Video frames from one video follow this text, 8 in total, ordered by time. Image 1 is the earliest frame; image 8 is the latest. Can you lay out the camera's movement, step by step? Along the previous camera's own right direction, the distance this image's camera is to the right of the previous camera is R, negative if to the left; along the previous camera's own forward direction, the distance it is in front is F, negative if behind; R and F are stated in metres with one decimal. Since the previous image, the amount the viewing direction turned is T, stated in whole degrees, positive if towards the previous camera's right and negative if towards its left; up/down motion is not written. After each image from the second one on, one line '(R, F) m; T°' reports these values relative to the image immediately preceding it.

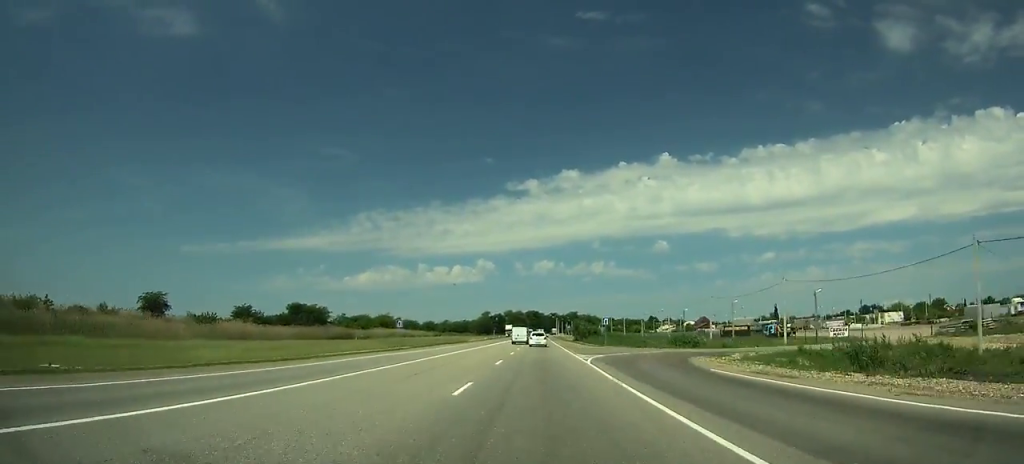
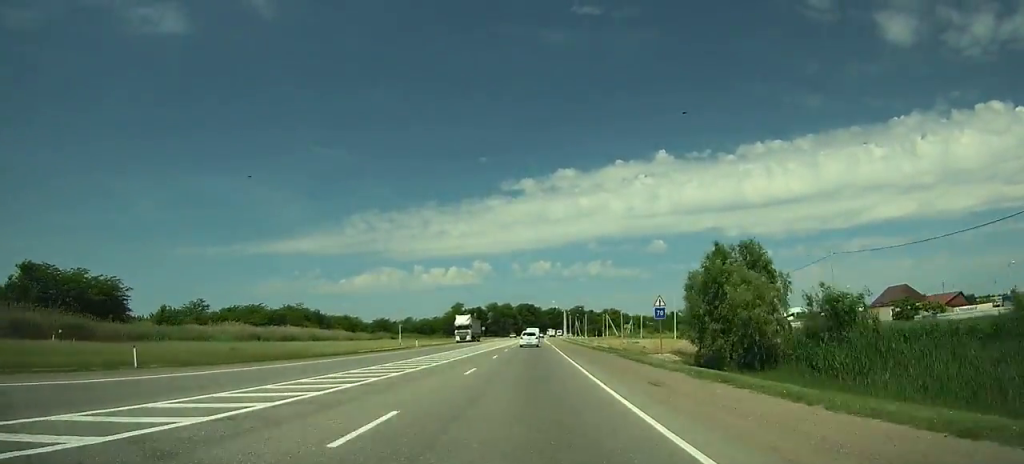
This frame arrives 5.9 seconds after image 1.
(+0.2, +125.2) m; 0°
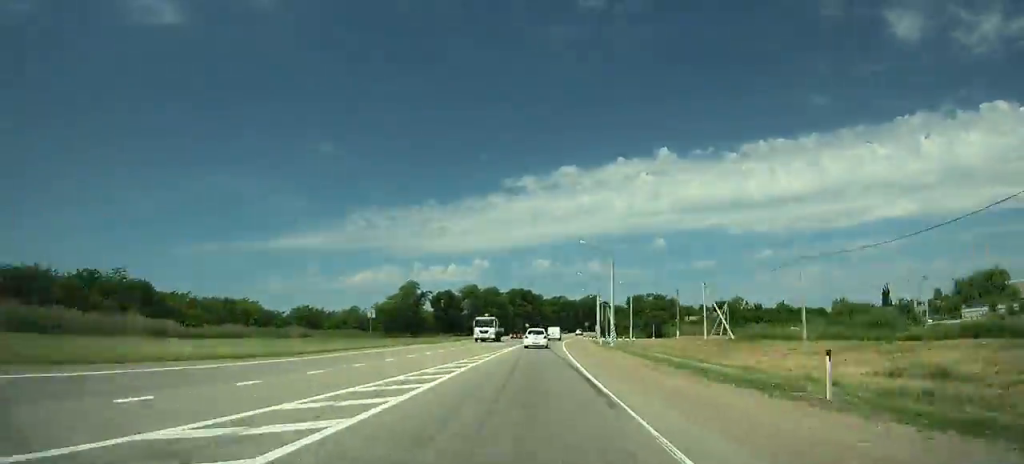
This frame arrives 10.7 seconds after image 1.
(+0.2, +96.3) m; +1°
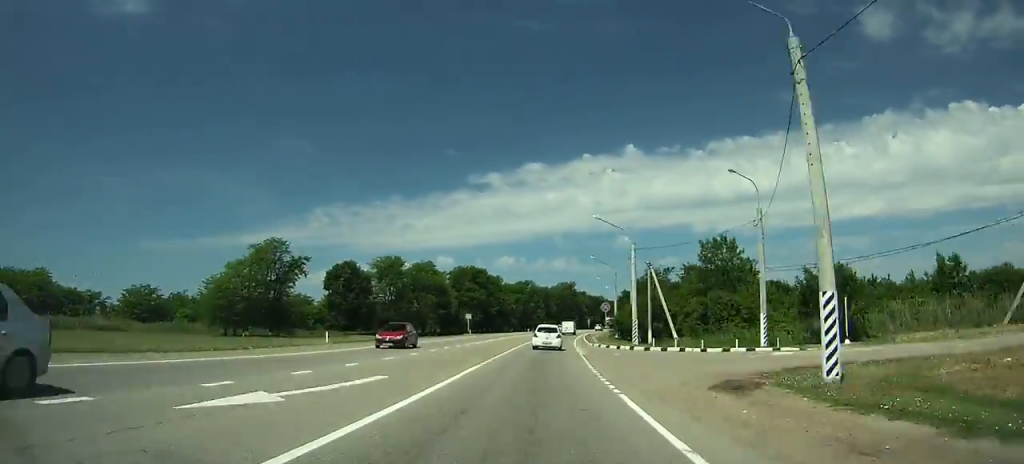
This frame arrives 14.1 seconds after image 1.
(+1.1, +69.9) m; +3°
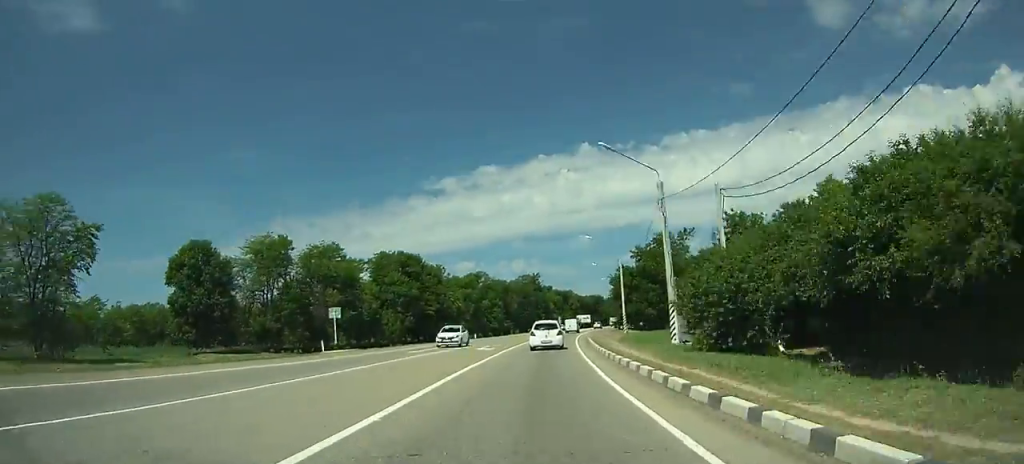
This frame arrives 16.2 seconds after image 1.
(+0.4, +43.8) m; +3°
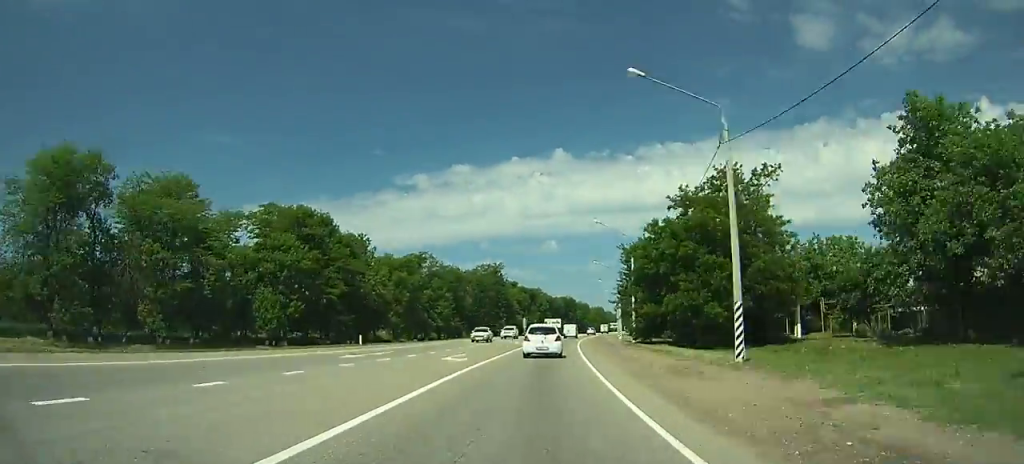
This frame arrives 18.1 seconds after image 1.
(+1.8, +39.3) m; +6°
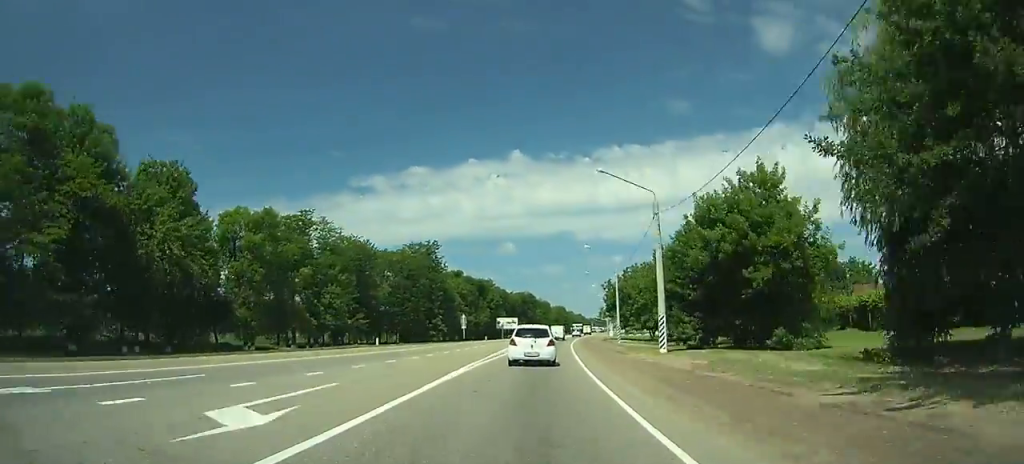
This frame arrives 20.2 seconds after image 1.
(+1.9, +42.5) m; +4°
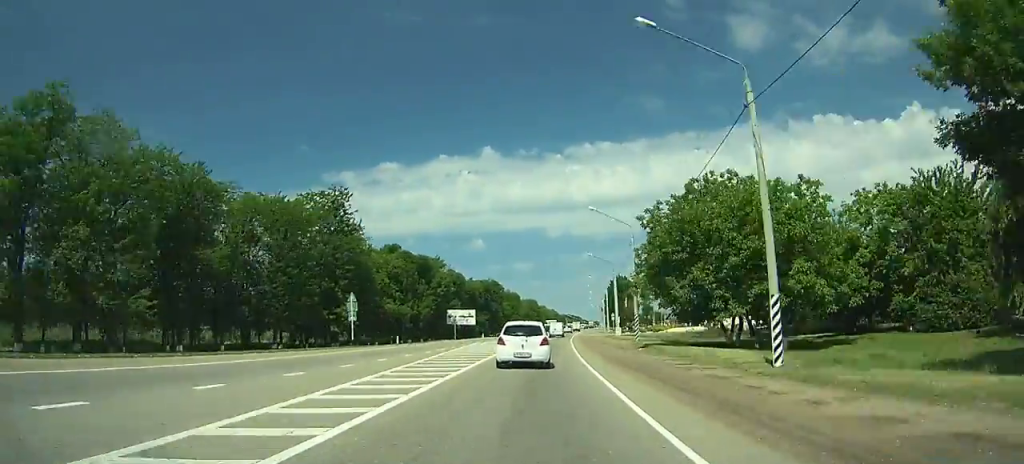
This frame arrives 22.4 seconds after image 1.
(+5.1, +43.7) m; 0°
